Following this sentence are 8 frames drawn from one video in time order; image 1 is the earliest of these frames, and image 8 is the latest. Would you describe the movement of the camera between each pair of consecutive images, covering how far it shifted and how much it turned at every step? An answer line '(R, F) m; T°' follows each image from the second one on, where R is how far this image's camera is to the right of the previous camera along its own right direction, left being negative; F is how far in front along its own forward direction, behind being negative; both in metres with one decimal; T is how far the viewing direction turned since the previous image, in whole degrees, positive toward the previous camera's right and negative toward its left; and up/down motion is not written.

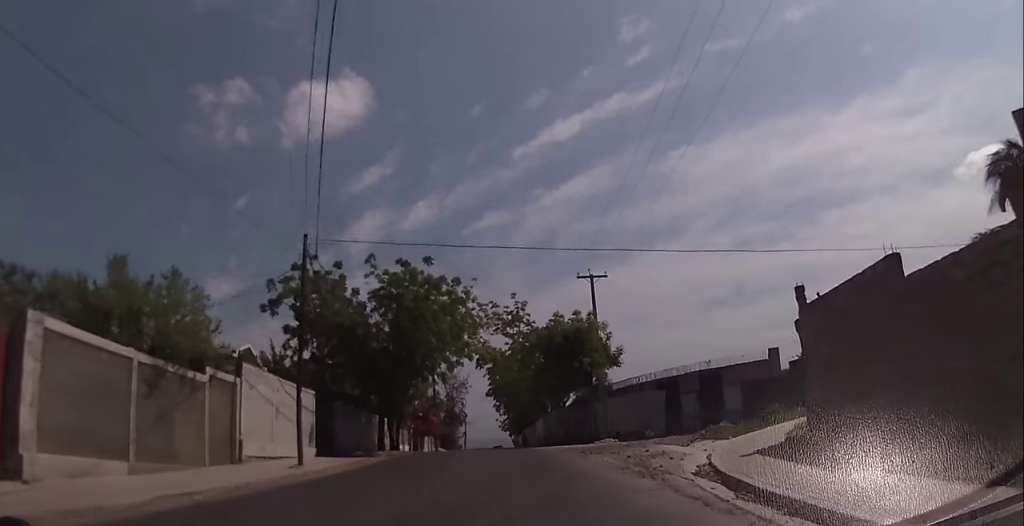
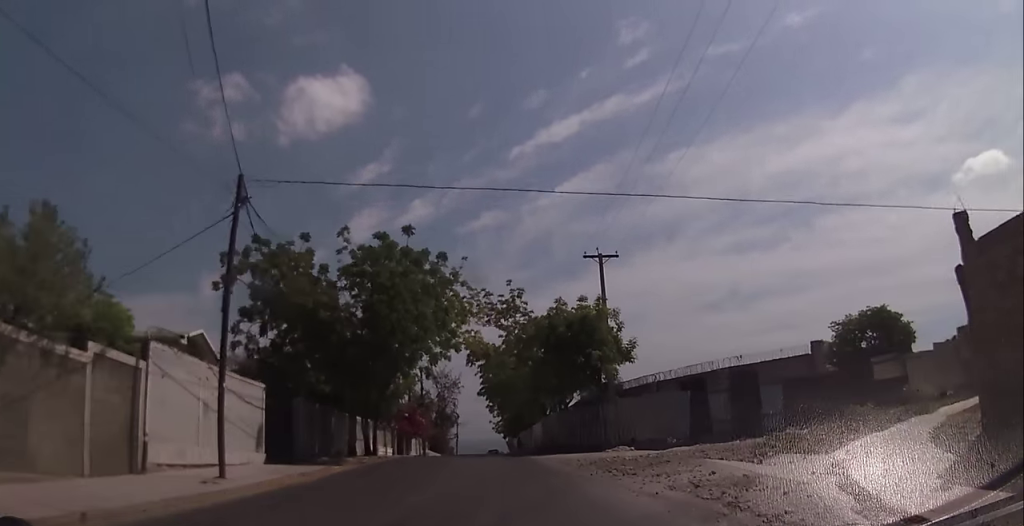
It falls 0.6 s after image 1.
(+0.1, +5.5) m; -1°
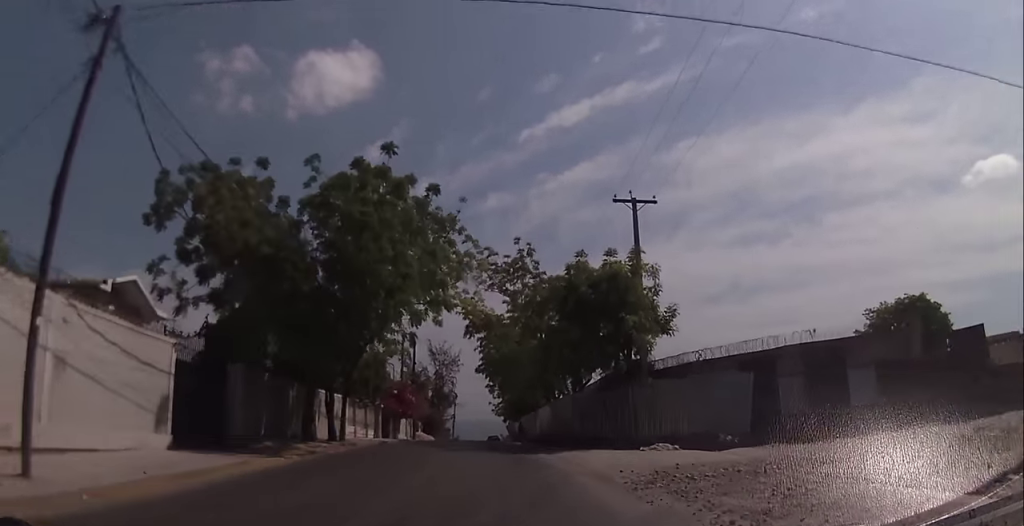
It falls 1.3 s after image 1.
(0.0, +6.8) m; -1°
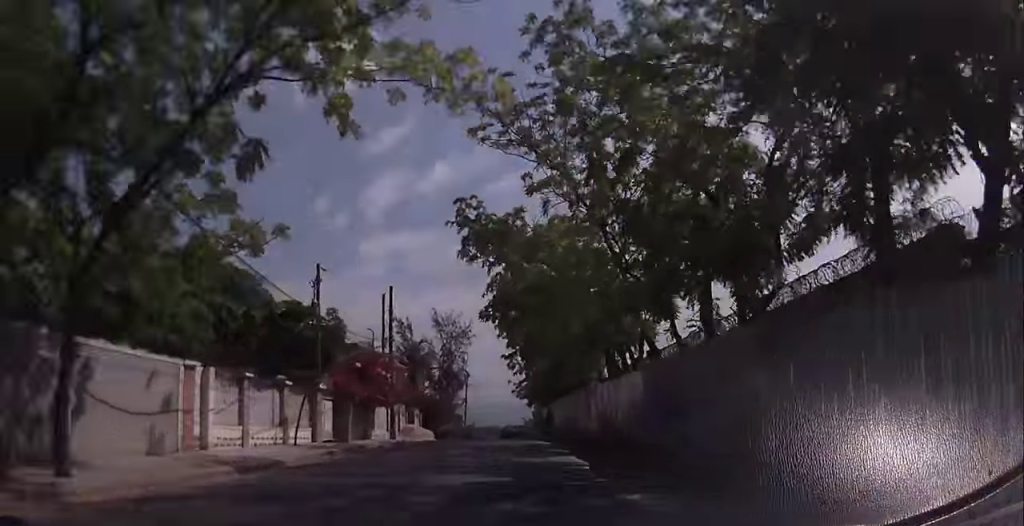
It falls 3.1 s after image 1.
(-0.7, +18.9) m; -4°
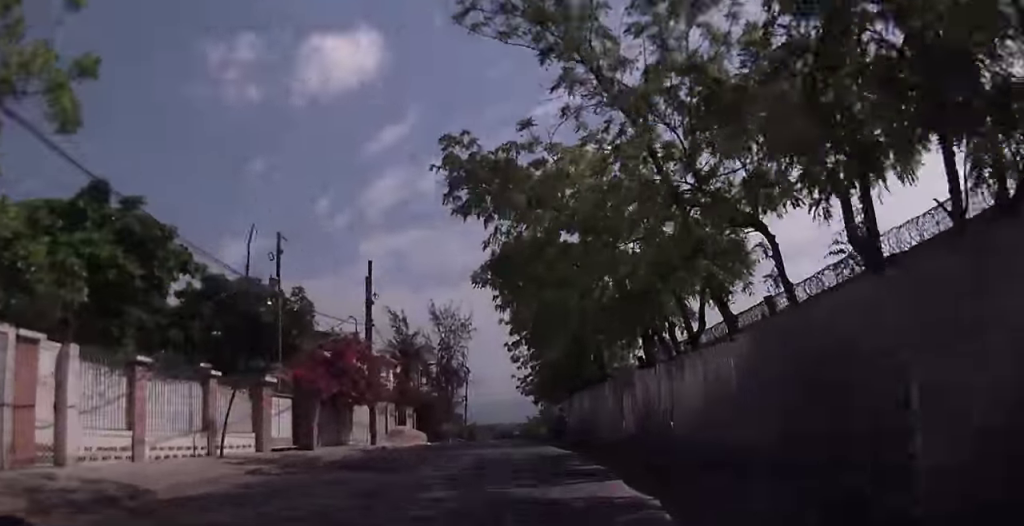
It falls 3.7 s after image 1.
(-0.3, +6.2) m; +3°
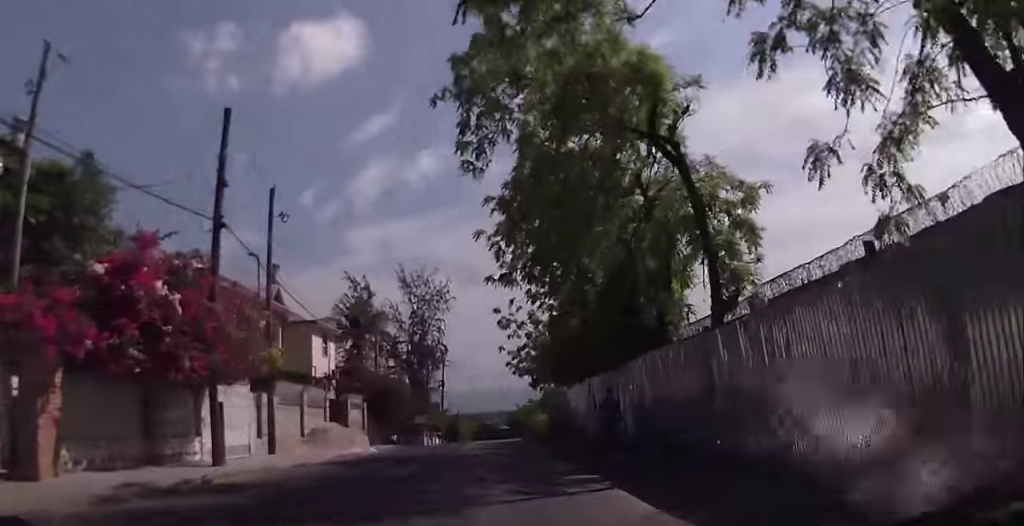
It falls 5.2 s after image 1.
(+1.1, +14.9) m; +3°
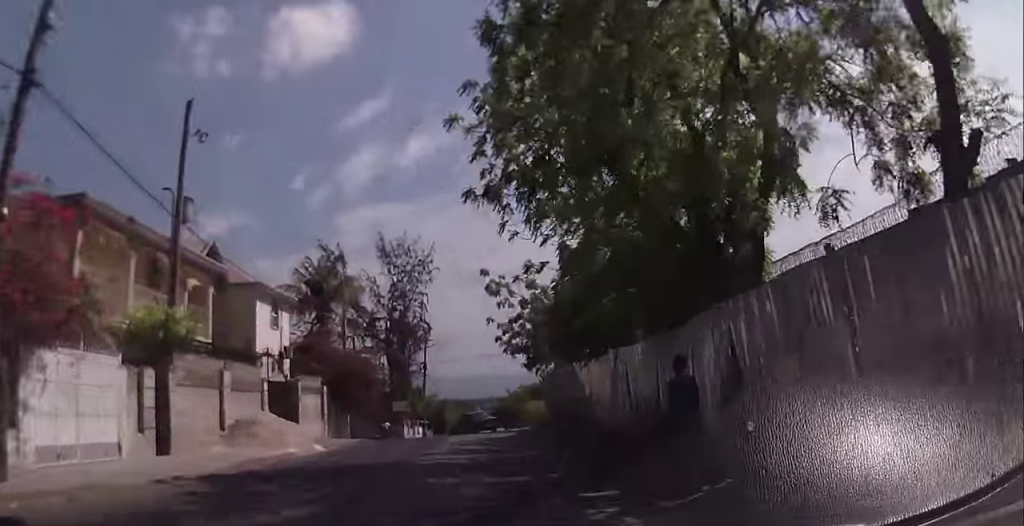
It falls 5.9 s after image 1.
(-0.4, +6.9) m; -3°
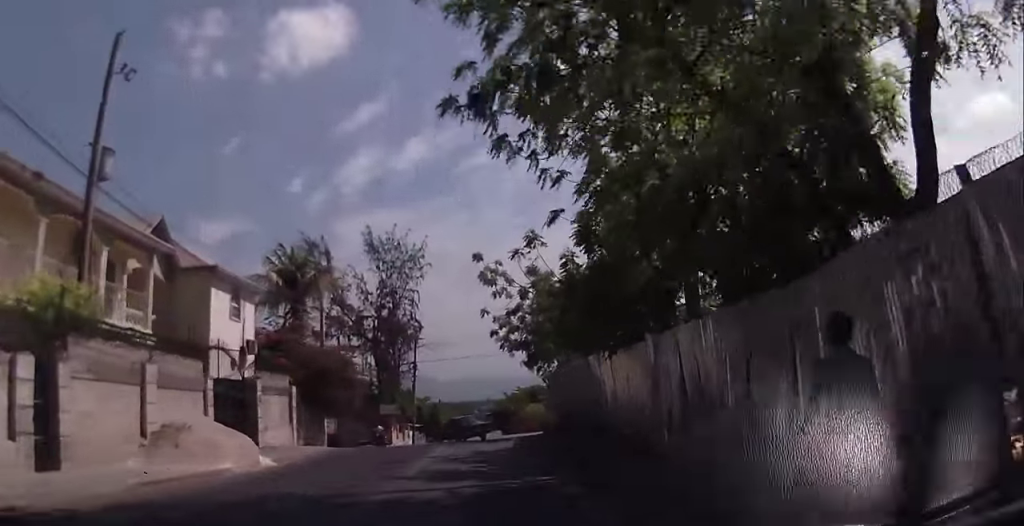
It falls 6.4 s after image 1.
(0.0, +4.3) m; -1°
